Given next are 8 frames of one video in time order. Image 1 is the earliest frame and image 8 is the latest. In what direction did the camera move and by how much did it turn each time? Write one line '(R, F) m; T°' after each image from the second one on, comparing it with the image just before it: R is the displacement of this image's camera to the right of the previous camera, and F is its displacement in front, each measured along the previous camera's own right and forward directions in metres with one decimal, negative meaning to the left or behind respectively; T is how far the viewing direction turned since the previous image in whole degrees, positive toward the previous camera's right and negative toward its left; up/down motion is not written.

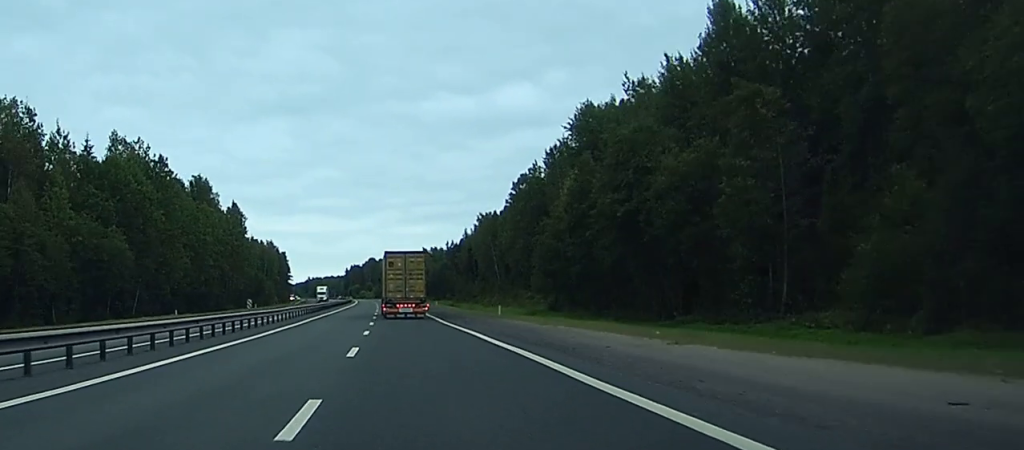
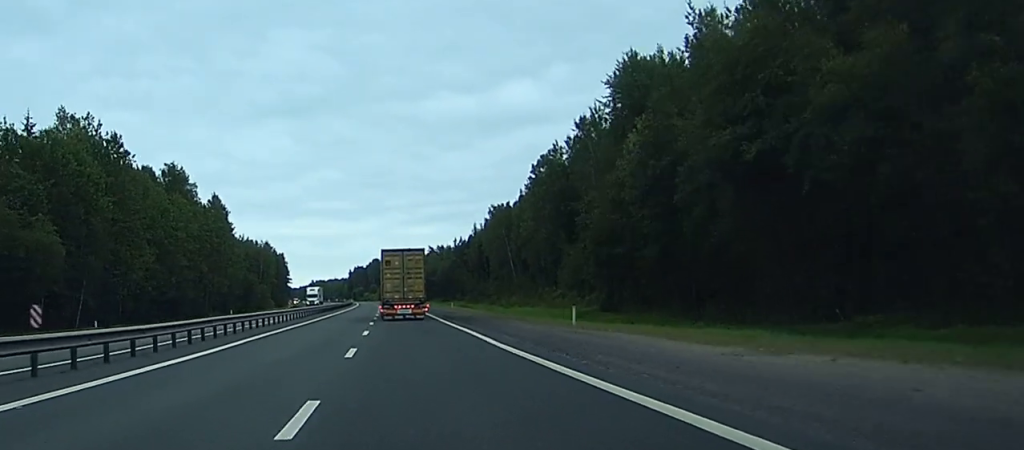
(-0.1, +24.5) m; -1°
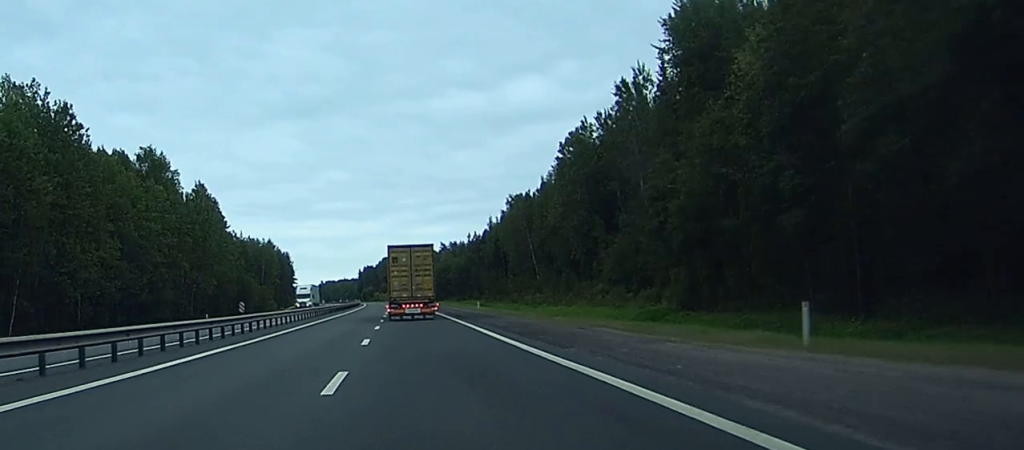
(-0.1, +21.6) m; -1°
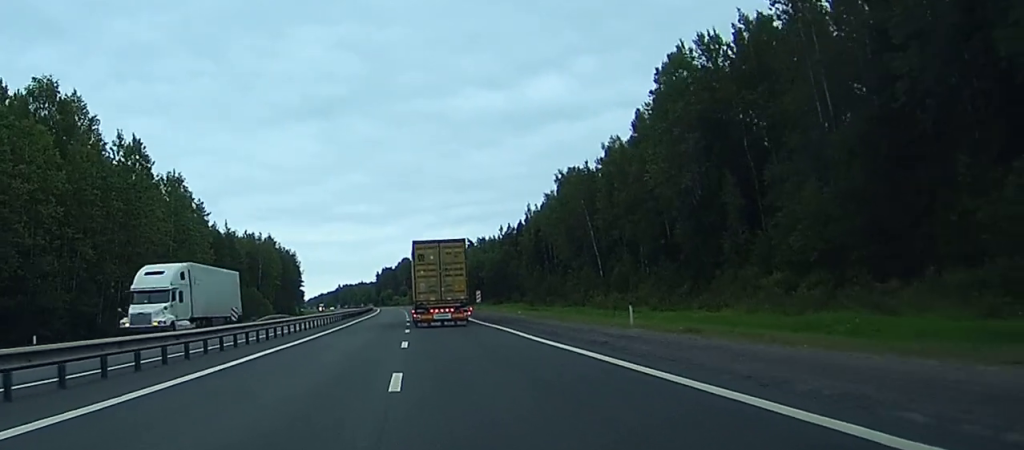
(-0.7, +51.3) m; -1°
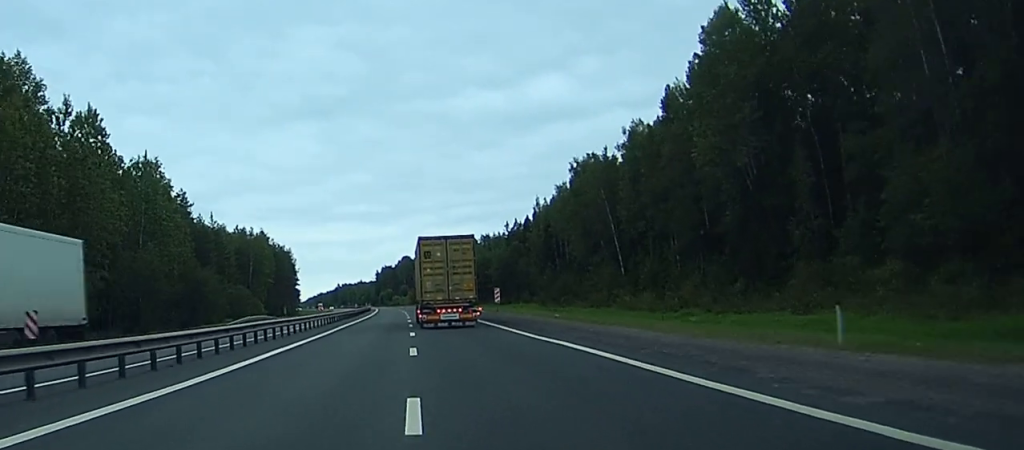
(0.0, +14.5) m; 0°
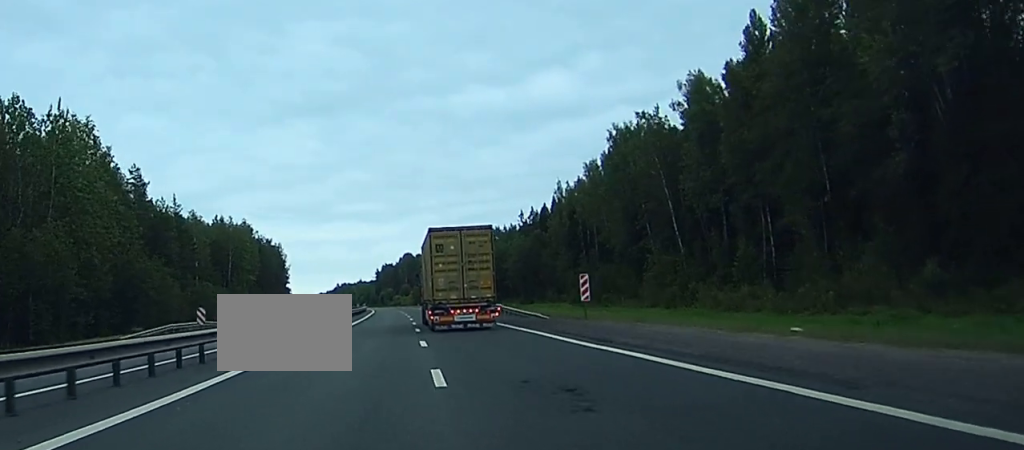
(-0.1, +27.4) m; 0°
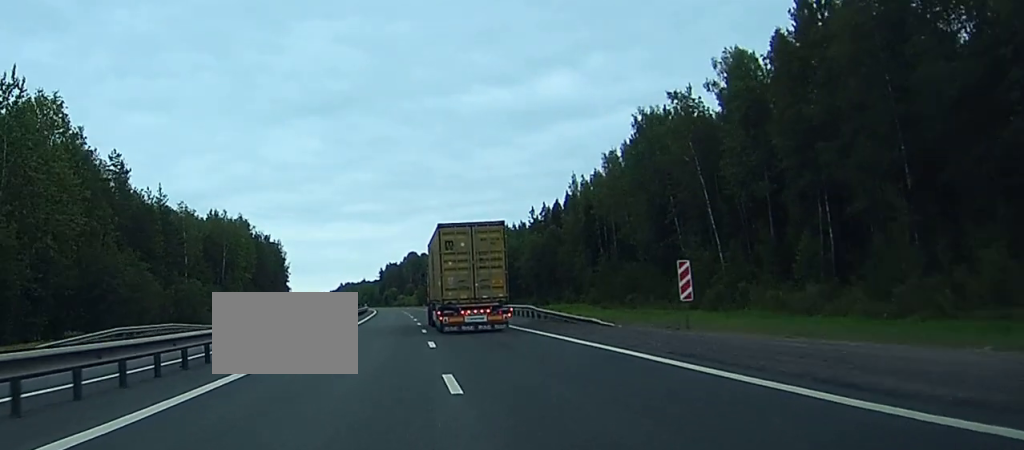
(0.0, +11.0) m; 0°
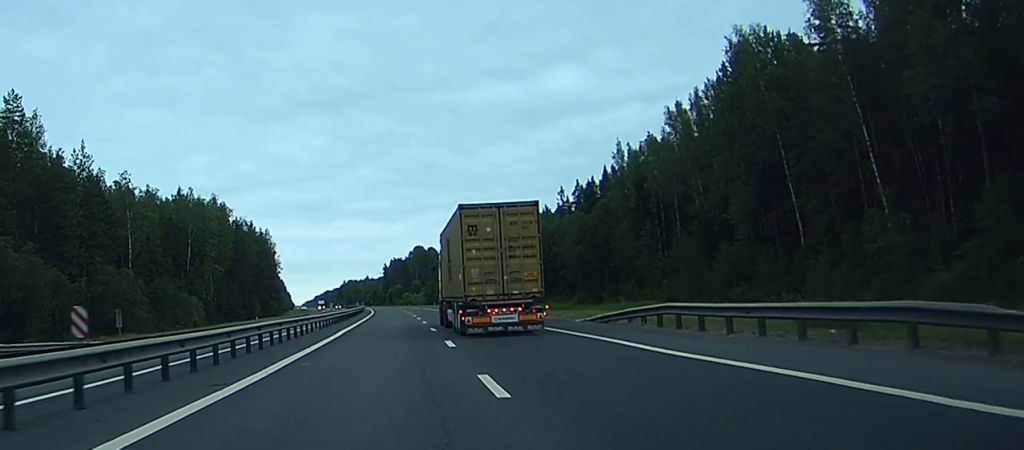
(+0.3, +34.5) m; -1°
